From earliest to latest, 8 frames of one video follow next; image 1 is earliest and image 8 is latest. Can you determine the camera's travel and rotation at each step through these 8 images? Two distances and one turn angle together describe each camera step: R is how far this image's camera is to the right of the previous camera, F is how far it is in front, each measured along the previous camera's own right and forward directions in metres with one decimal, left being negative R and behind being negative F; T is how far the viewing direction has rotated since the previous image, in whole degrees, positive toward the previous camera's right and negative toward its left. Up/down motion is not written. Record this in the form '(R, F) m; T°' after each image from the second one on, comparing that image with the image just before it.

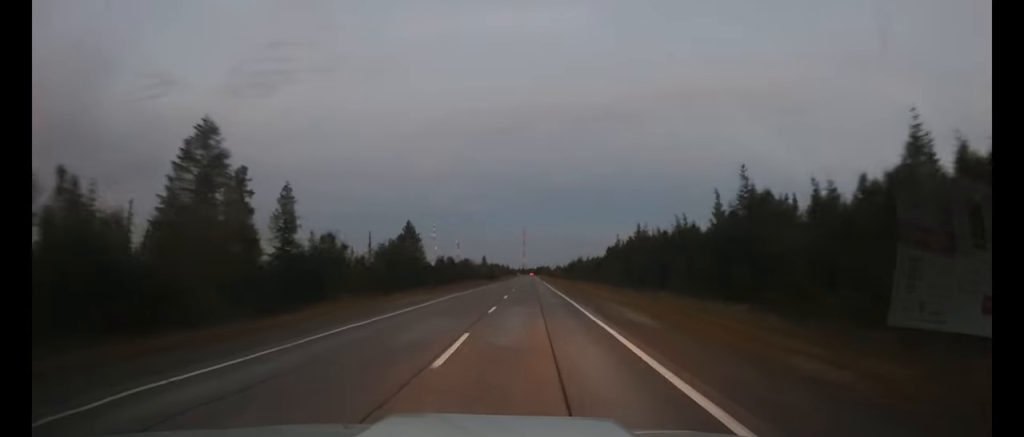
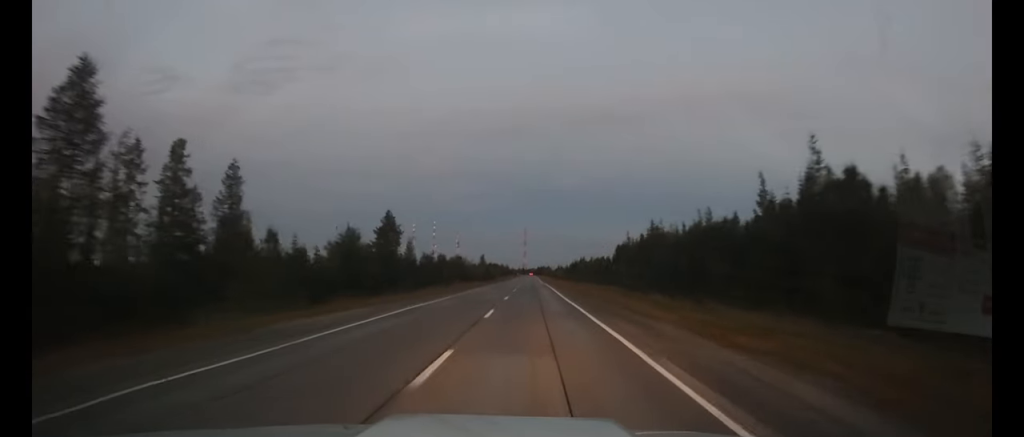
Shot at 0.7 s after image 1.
(0.0, +13.1) m; 0°
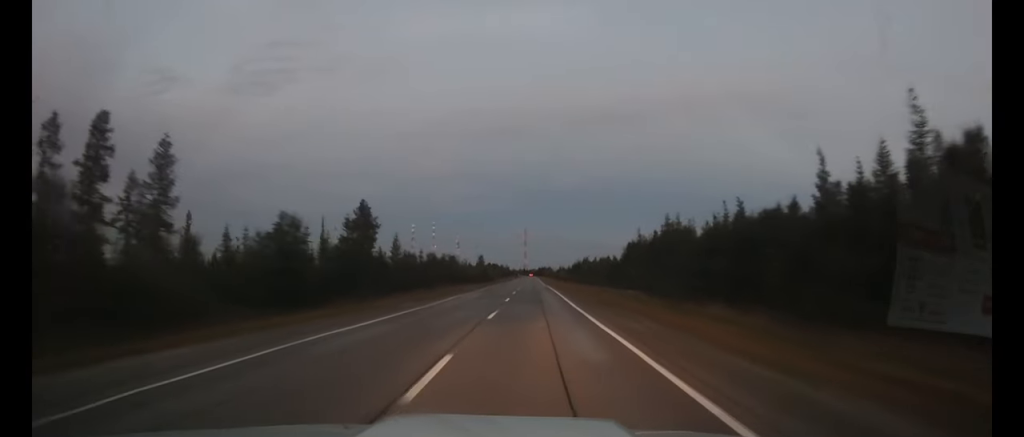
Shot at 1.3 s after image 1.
(0.0, +11.9) m; 0°
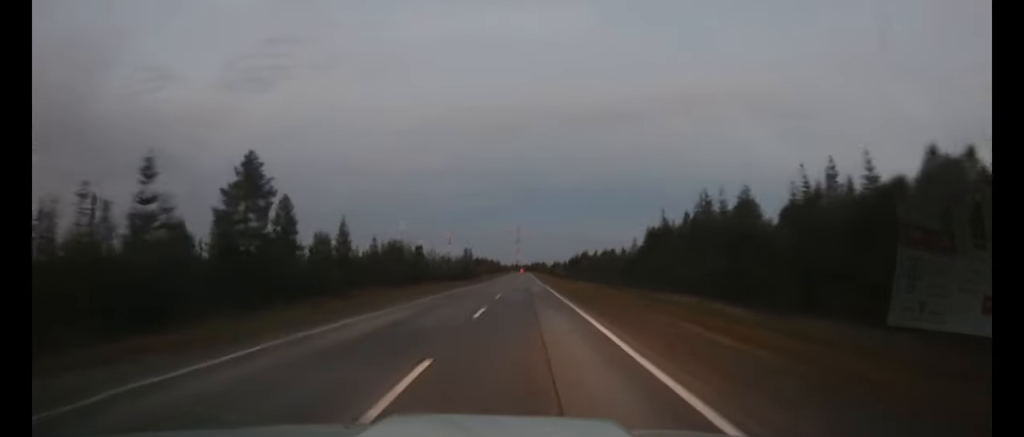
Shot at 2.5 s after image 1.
(0.0, +25.5) m; 0°
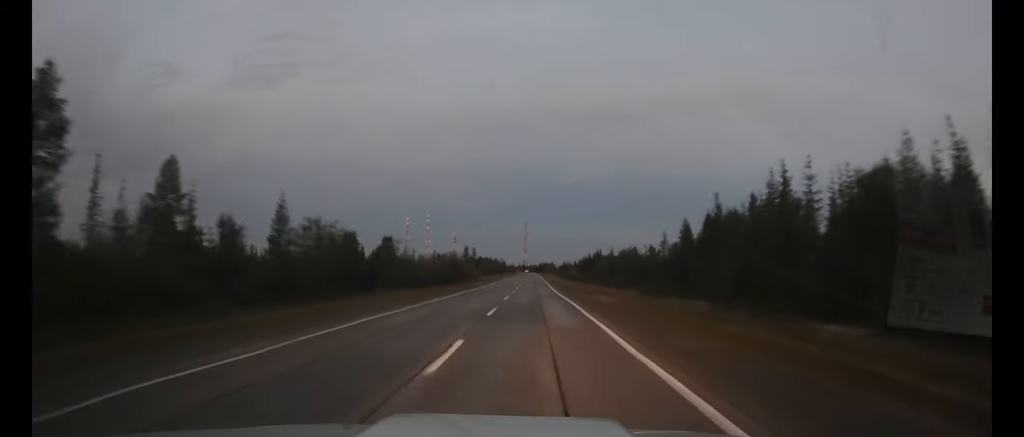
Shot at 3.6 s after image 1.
(0.0, +21.8) m; 0°
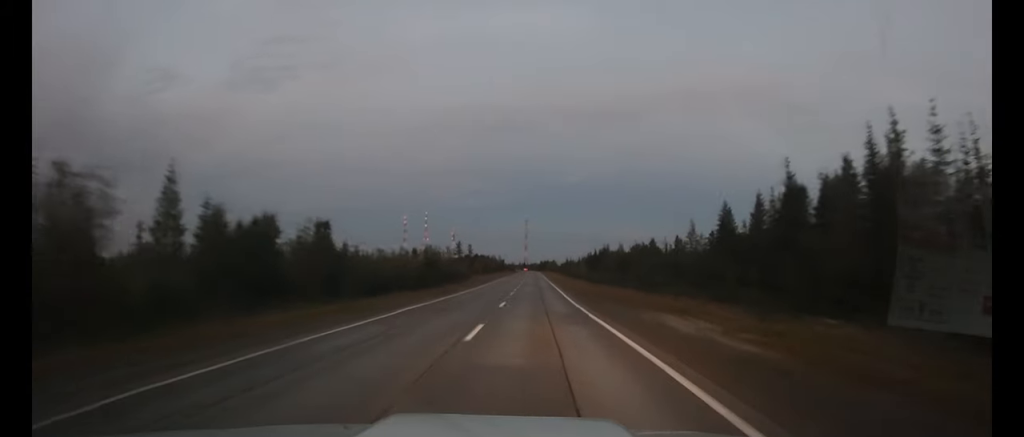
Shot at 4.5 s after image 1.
(0.0, +19.1) m; 0°
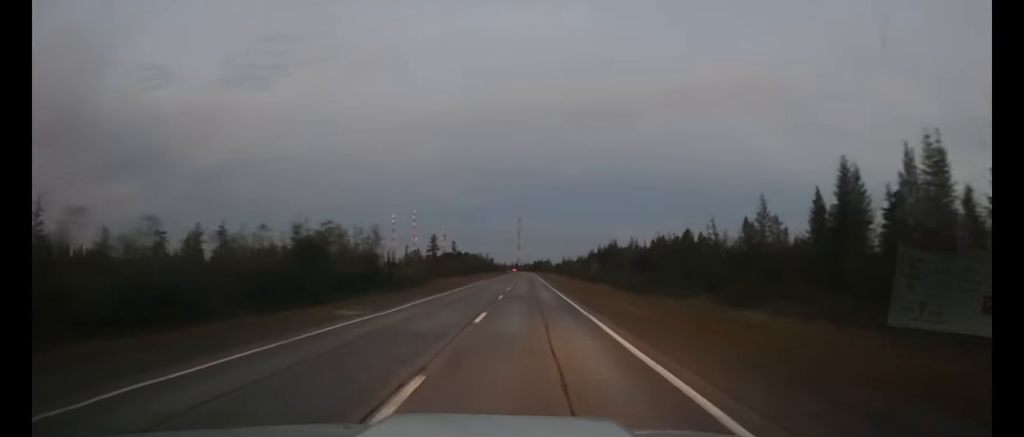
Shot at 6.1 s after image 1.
(0.0, +31.9) m; 0°
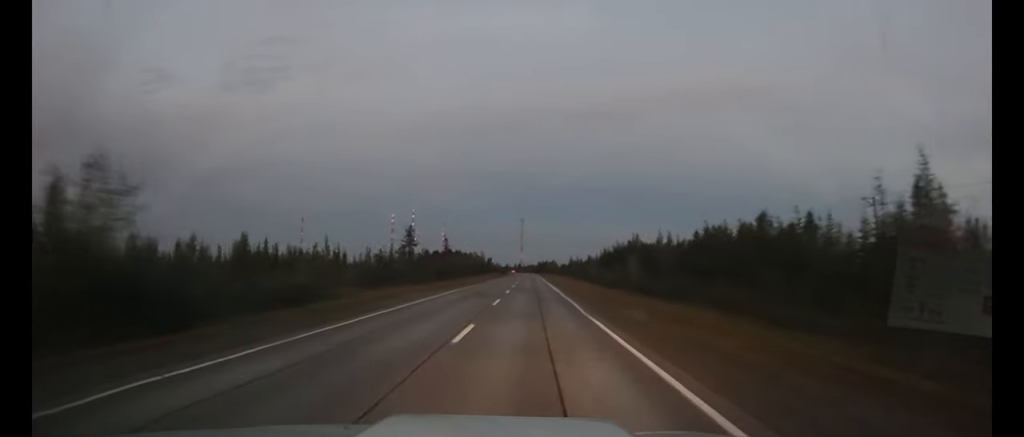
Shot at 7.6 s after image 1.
(+0.1, +29.2) m; 0°
